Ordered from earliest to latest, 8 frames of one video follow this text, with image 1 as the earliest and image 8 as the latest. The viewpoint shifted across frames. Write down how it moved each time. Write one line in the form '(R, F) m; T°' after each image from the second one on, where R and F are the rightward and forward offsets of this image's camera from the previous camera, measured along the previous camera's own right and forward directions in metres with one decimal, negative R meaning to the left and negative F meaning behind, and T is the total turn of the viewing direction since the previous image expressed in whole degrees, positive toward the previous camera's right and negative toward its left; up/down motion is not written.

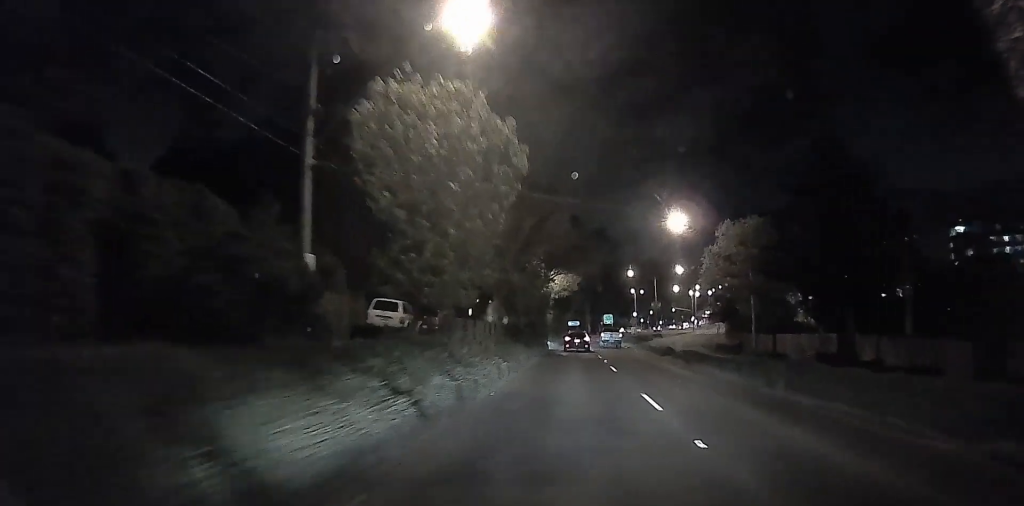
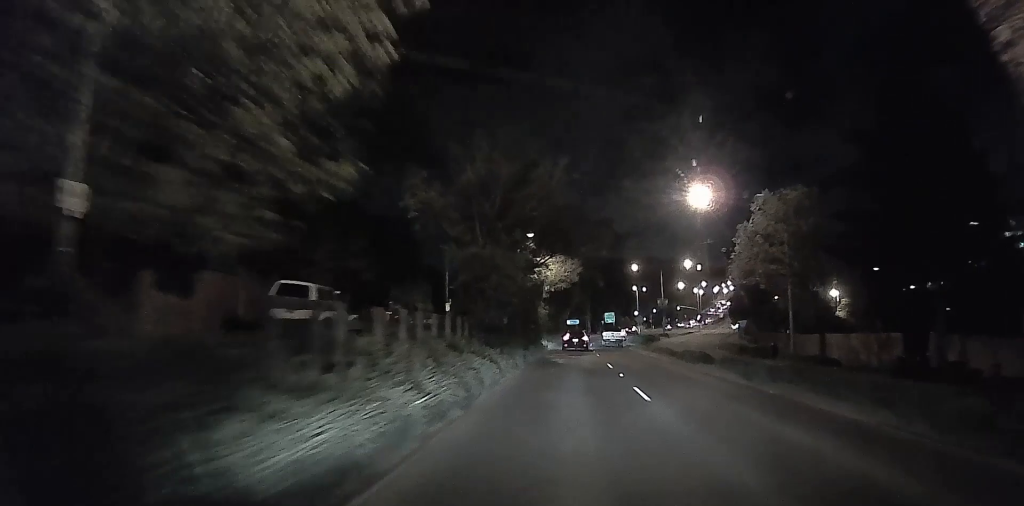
(+1.6, +10.6) m; +4°
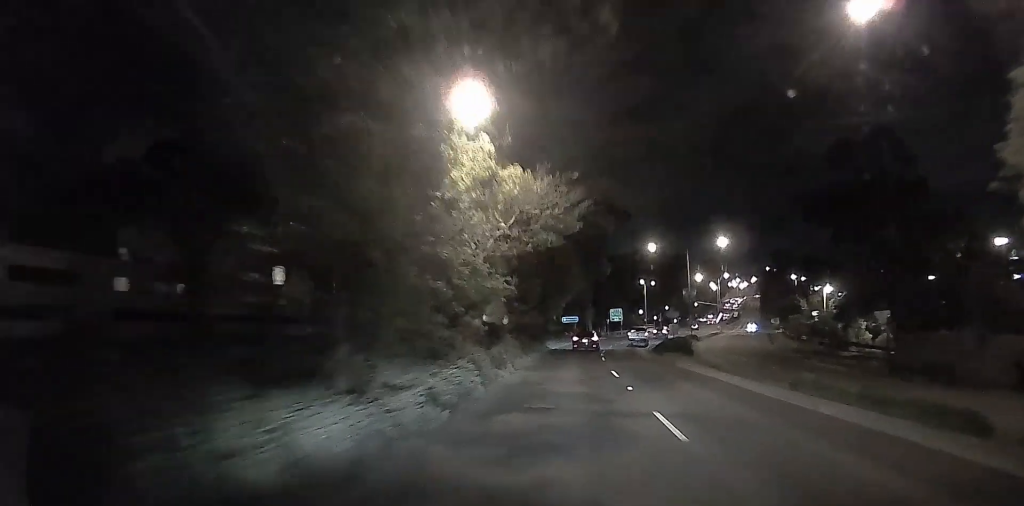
(+0.8, +28.5) m; +5°
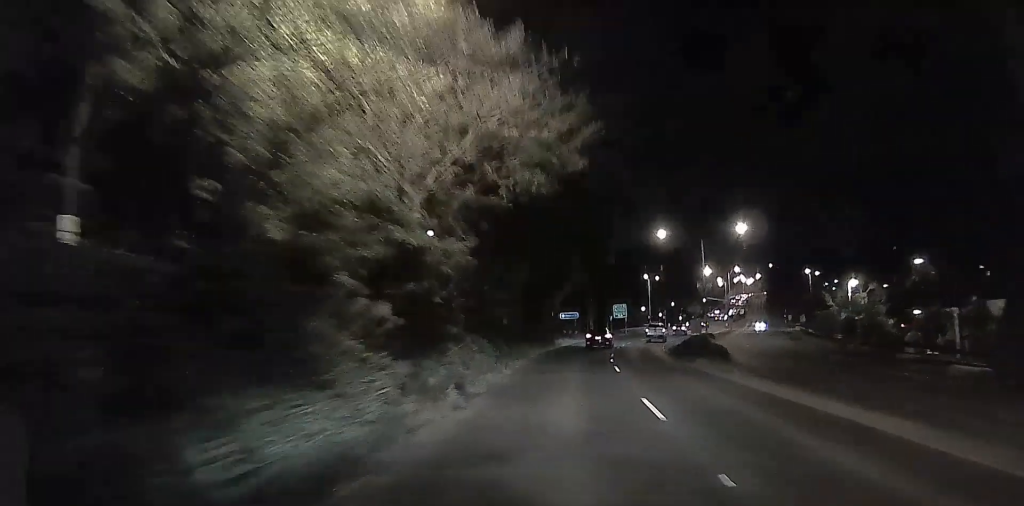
(+0.4, +10.0) m; +3°
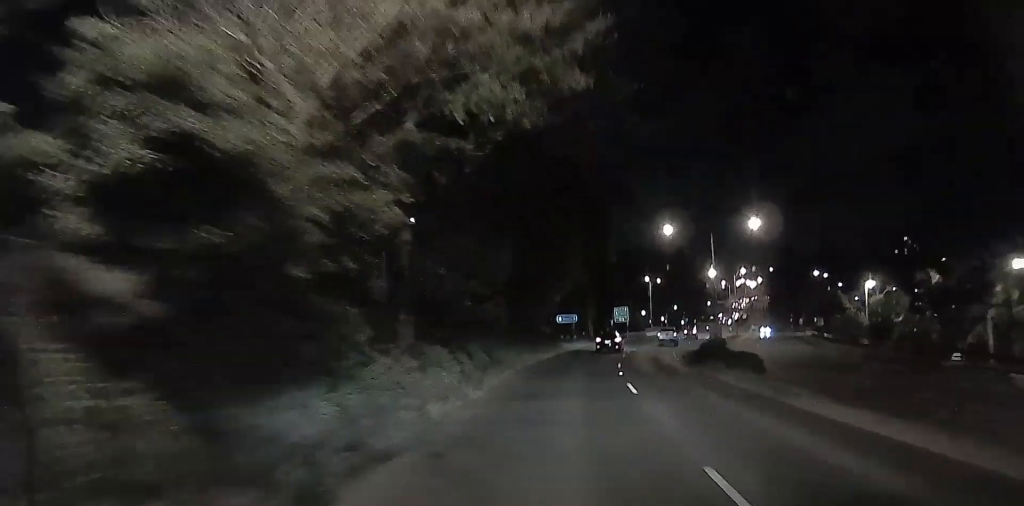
(0.0, +6.3) m; +1°
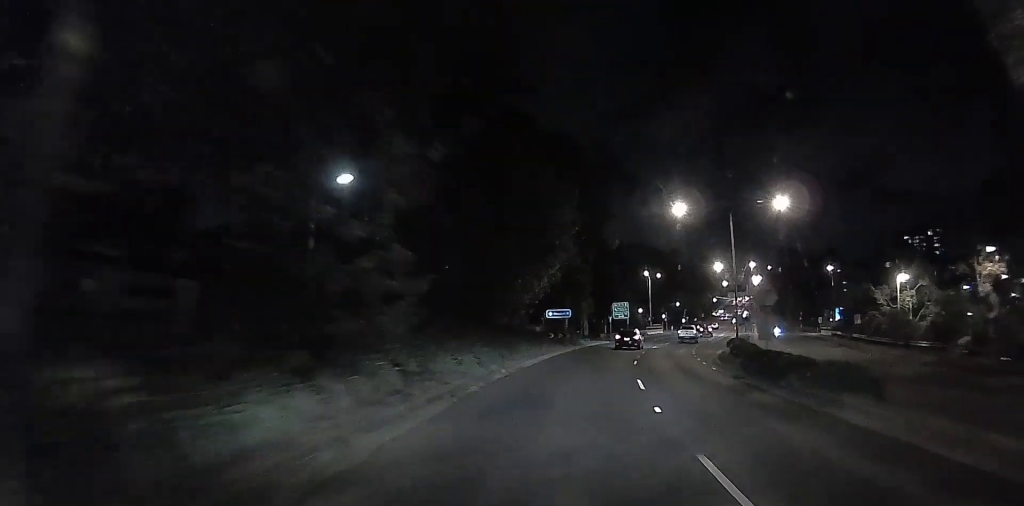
(+0.1, +11.1) m; +2°
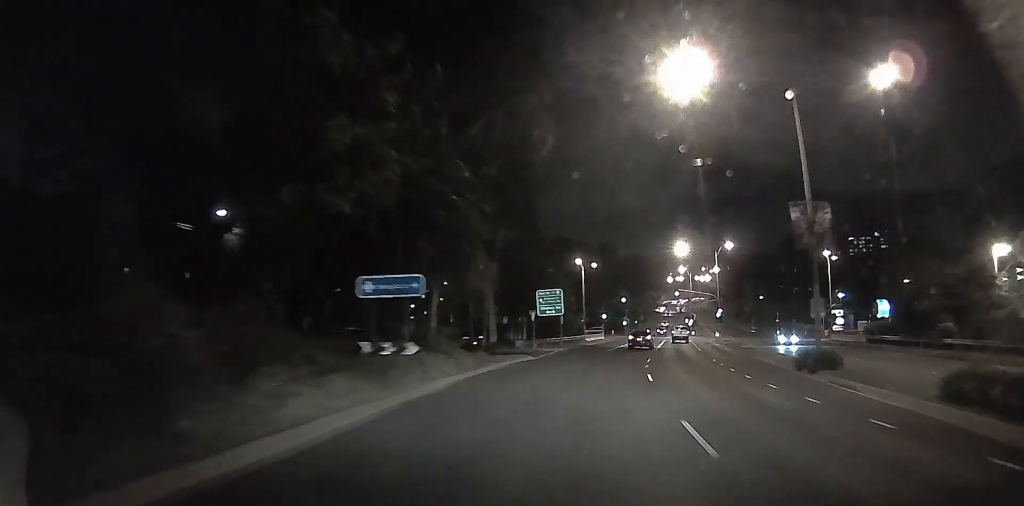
(+0.9, +32.8) m; +2°
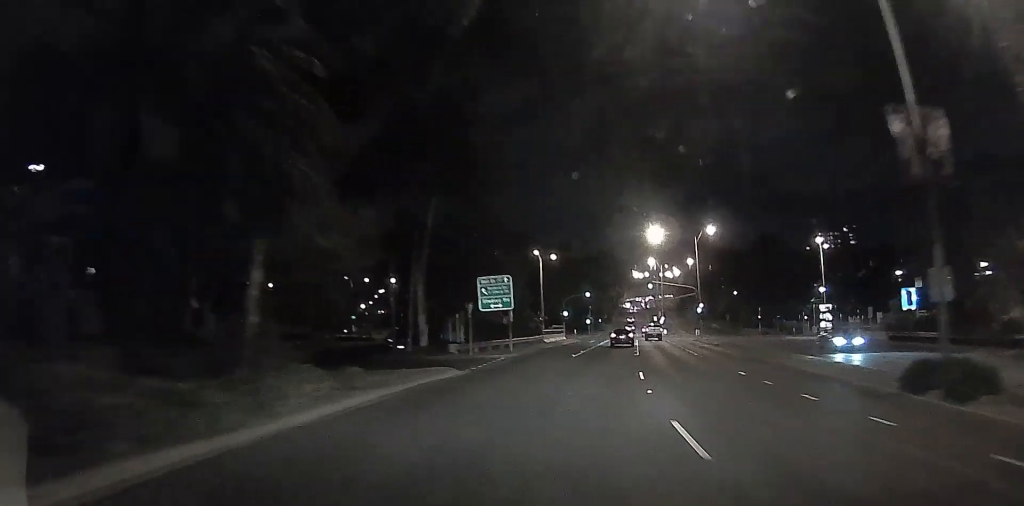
(-0.1, +12.1) m; +1°
